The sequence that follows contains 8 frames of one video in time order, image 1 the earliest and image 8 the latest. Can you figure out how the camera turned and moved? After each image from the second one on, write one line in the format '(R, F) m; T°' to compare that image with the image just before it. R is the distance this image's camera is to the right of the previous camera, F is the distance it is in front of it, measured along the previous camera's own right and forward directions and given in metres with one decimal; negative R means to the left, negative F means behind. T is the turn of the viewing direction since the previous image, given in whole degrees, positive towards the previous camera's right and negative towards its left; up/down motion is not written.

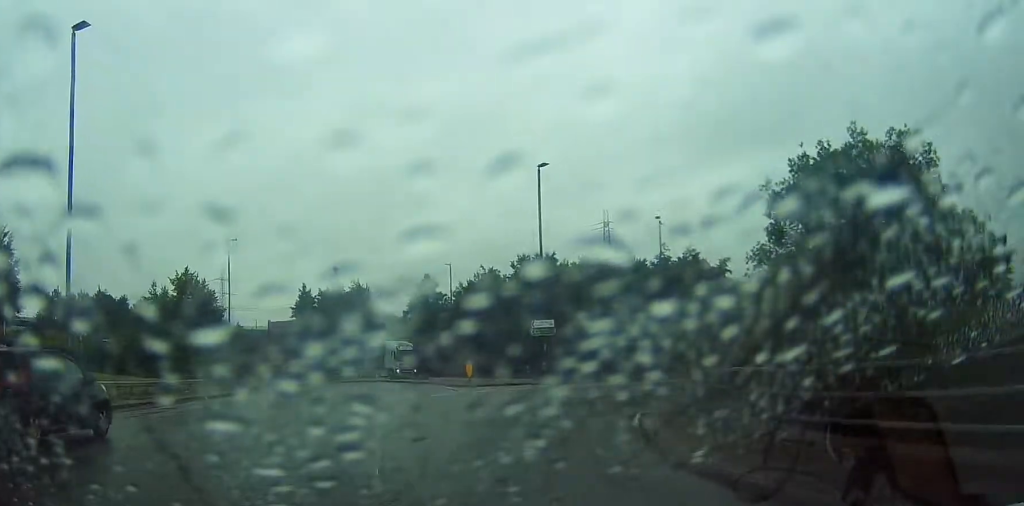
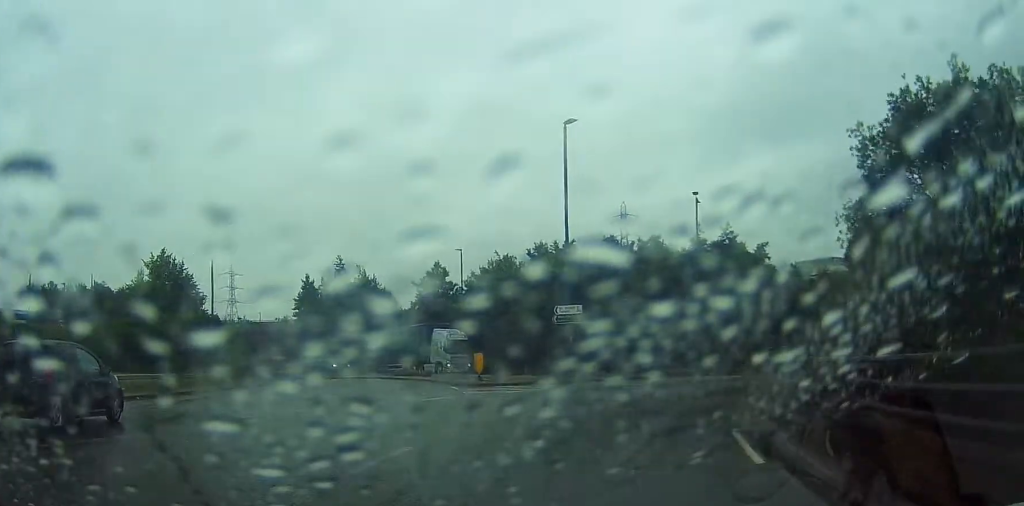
(+0.3, +6.8) m; +5°
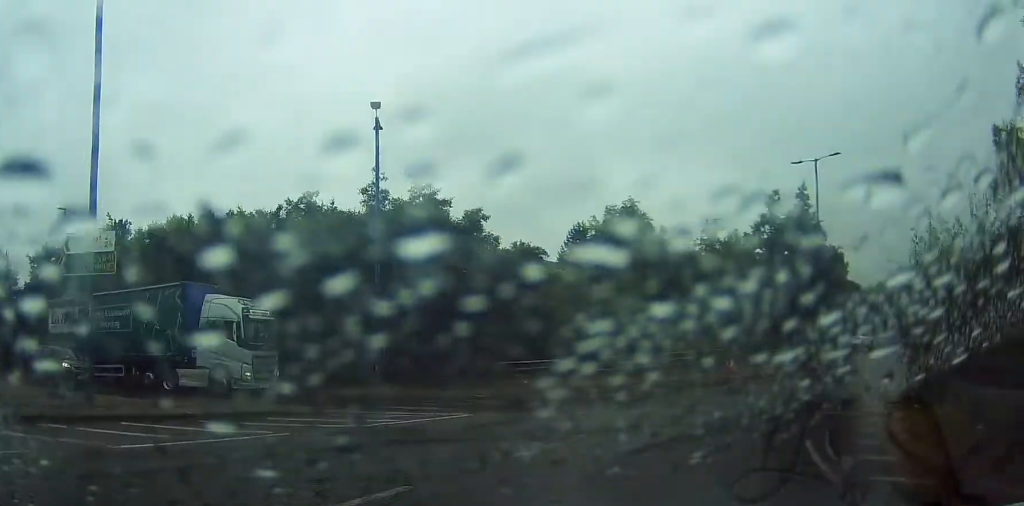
(+3.8, +18.4) m; +31°
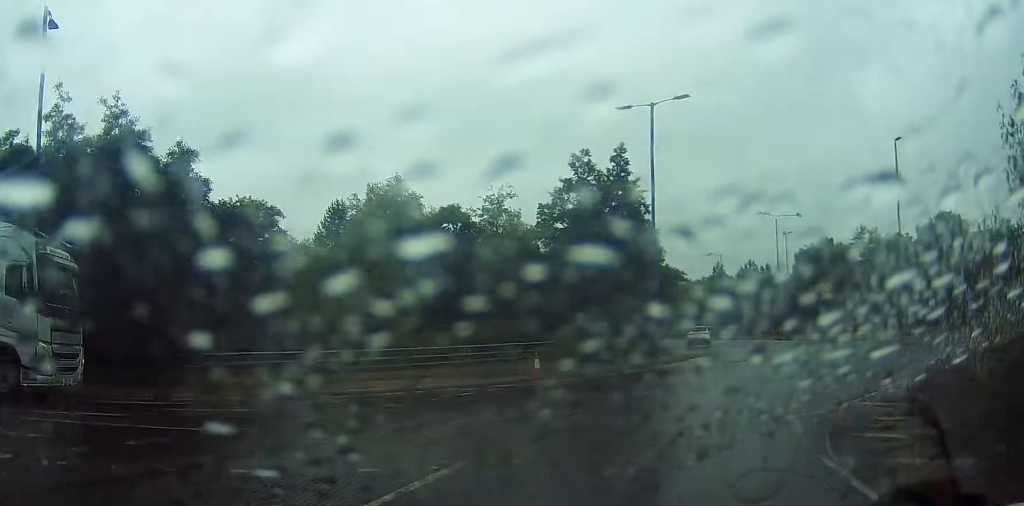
(+1.8, +9.4) m; +20°
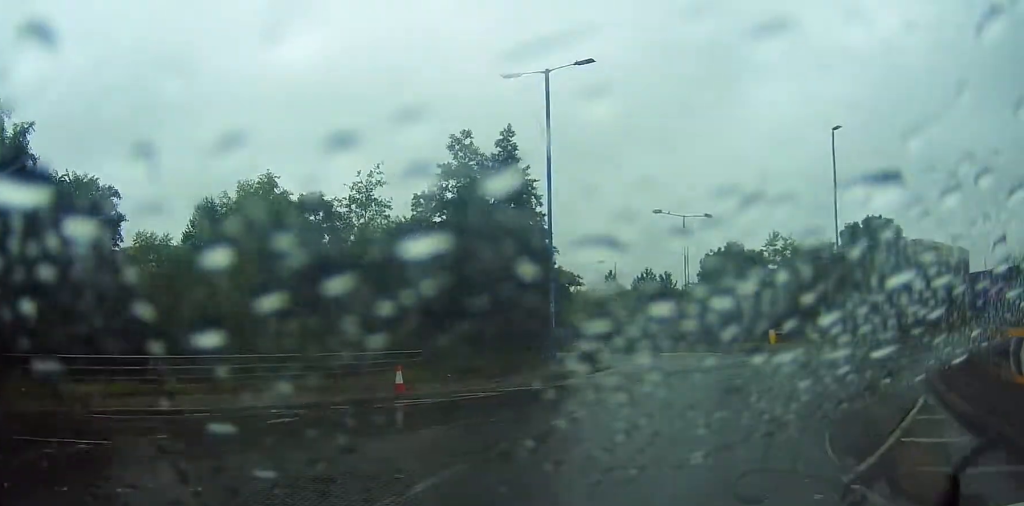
(+0.8, +4.4) m; +5°
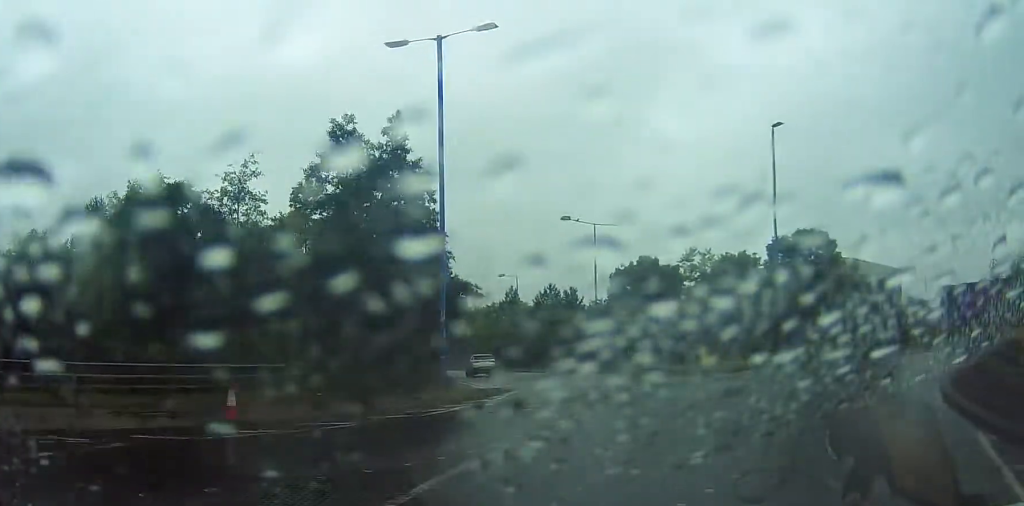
(0.0, +4.5) m; +6°
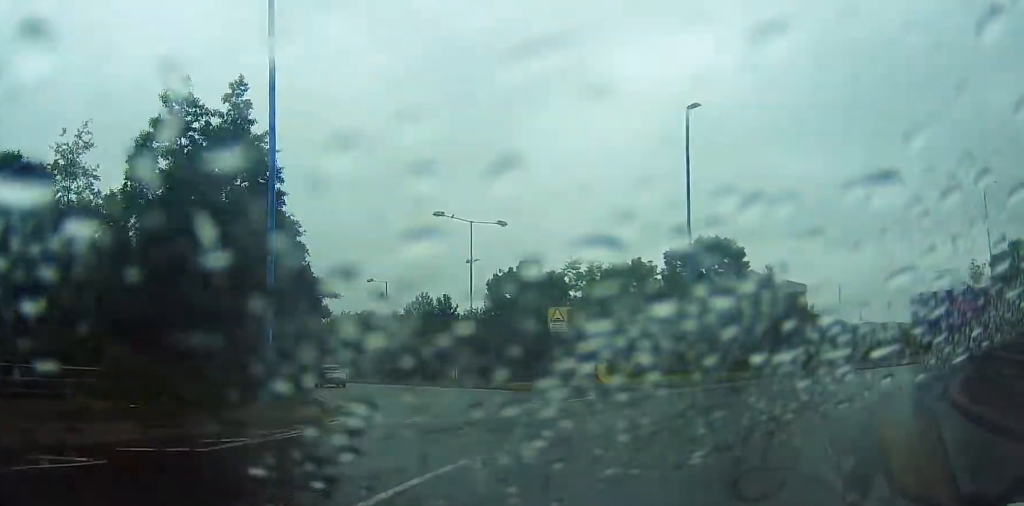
(-0.4, +5.6) m; +8°
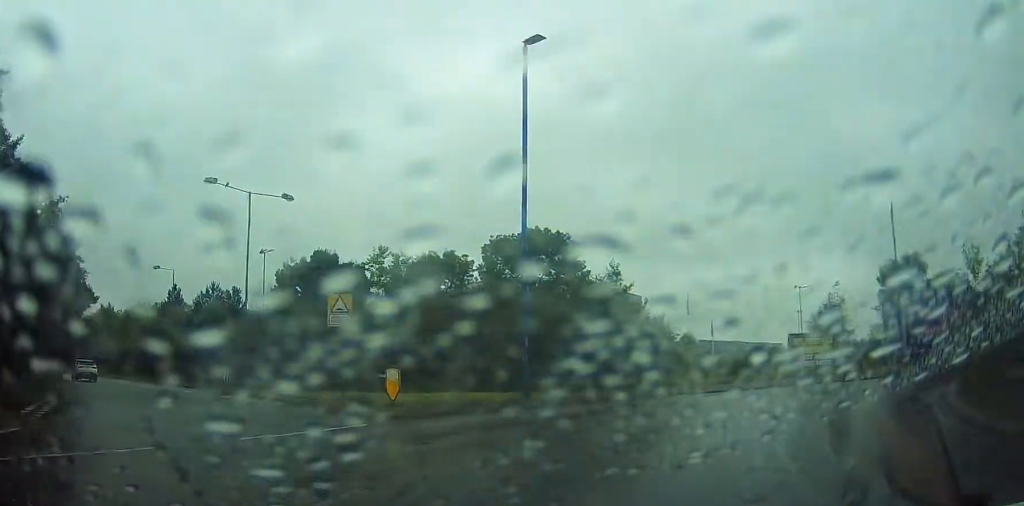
(+2.0, +8.6) m; +19°
